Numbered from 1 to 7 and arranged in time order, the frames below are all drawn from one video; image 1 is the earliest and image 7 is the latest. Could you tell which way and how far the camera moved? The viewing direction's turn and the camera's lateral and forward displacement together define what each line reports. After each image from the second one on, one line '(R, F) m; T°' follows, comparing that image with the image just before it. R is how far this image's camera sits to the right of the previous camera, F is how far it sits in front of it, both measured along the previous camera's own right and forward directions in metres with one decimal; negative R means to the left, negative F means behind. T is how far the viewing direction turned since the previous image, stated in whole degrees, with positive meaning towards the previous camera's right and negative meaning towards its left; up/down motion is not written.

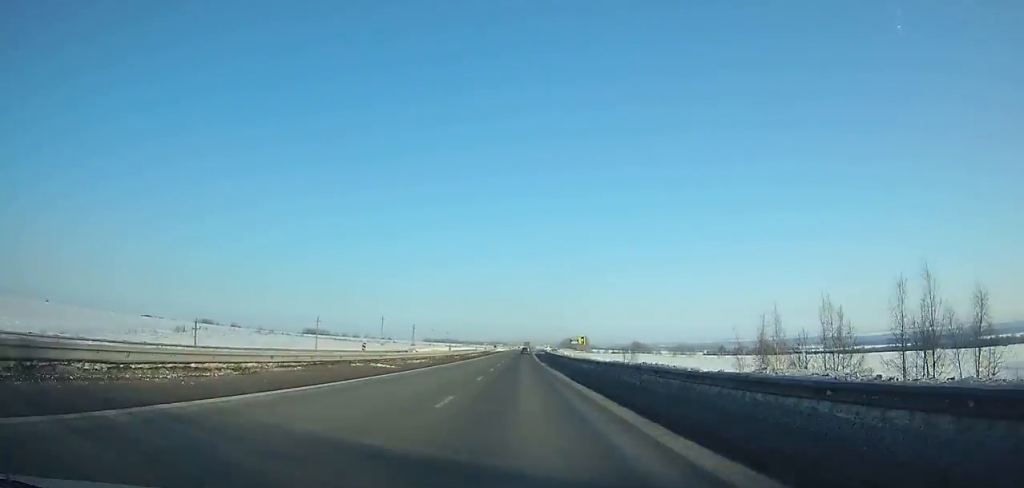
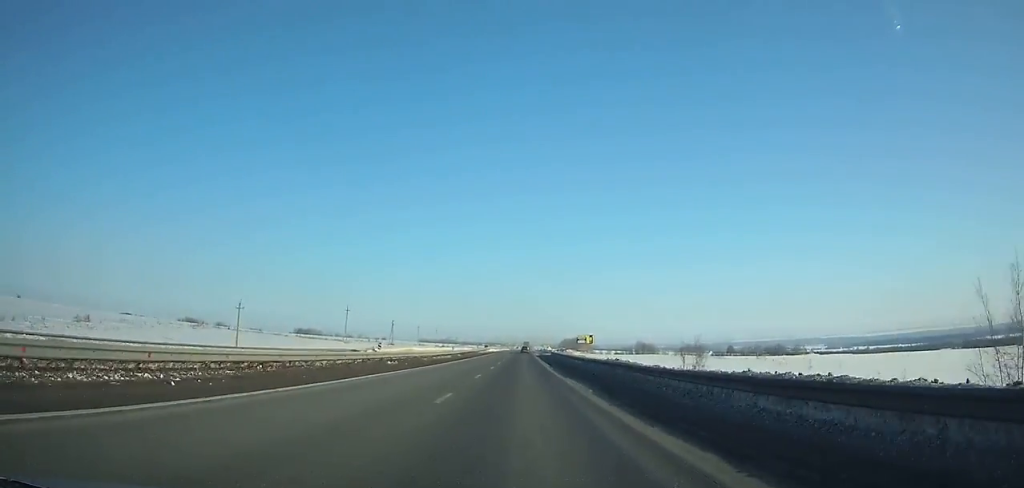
(+0.1, +34.7) m; 0°
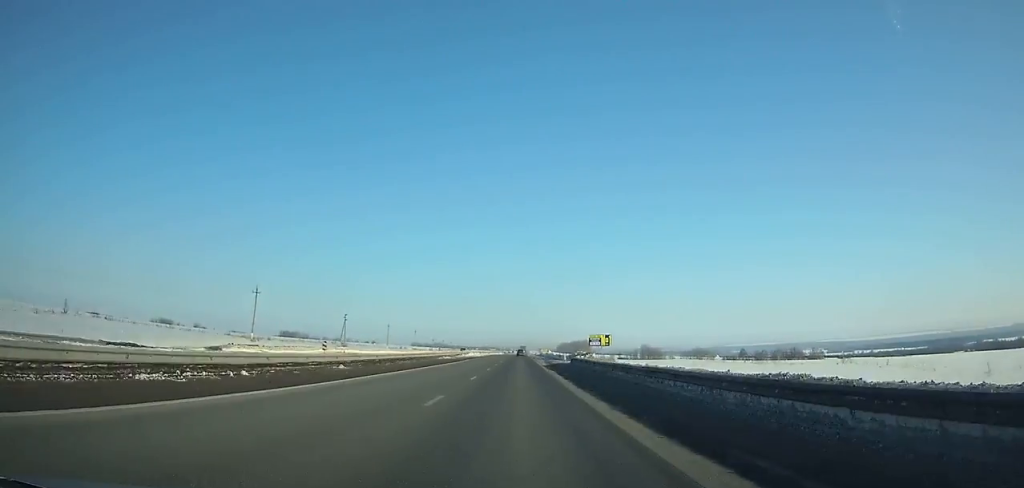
(+0.1, +48.6) m; 0°
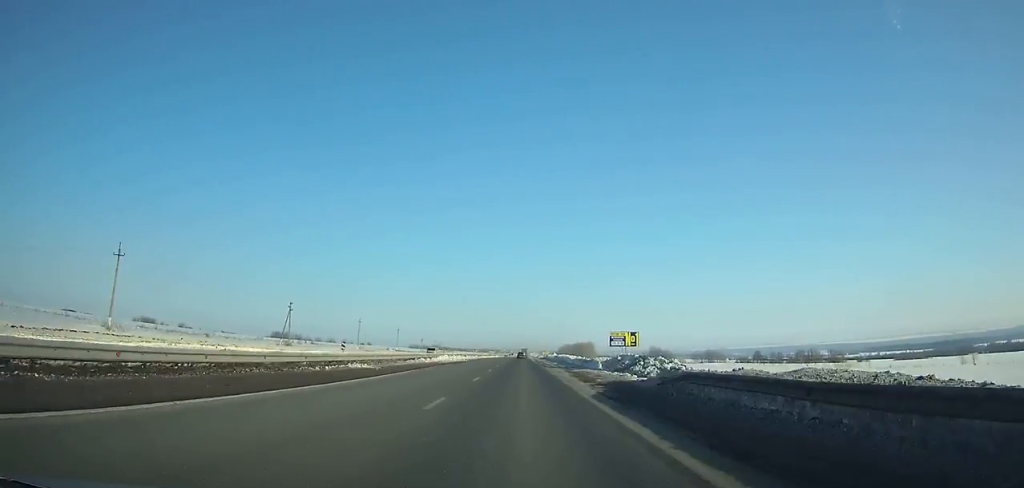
(-0.1, +37.2) m; 0°
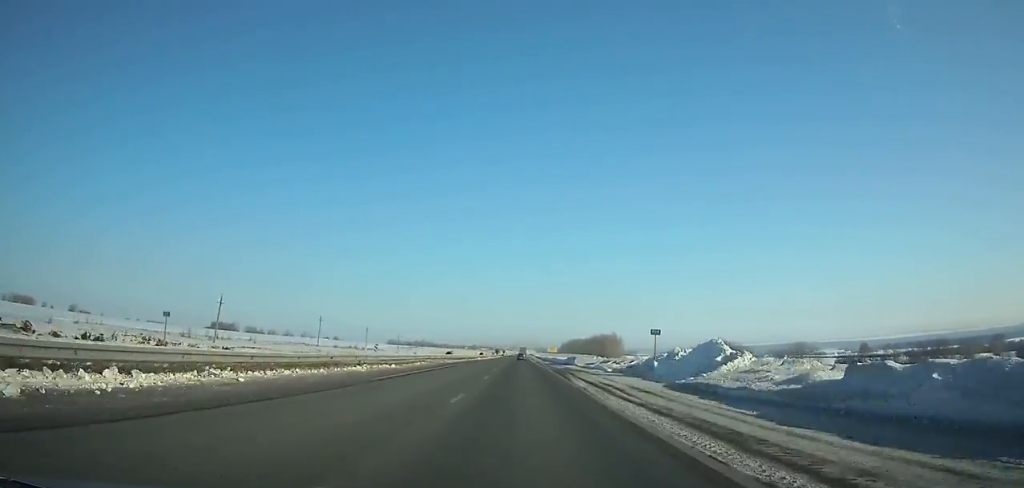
(+0.7, +189.8) m; 0°
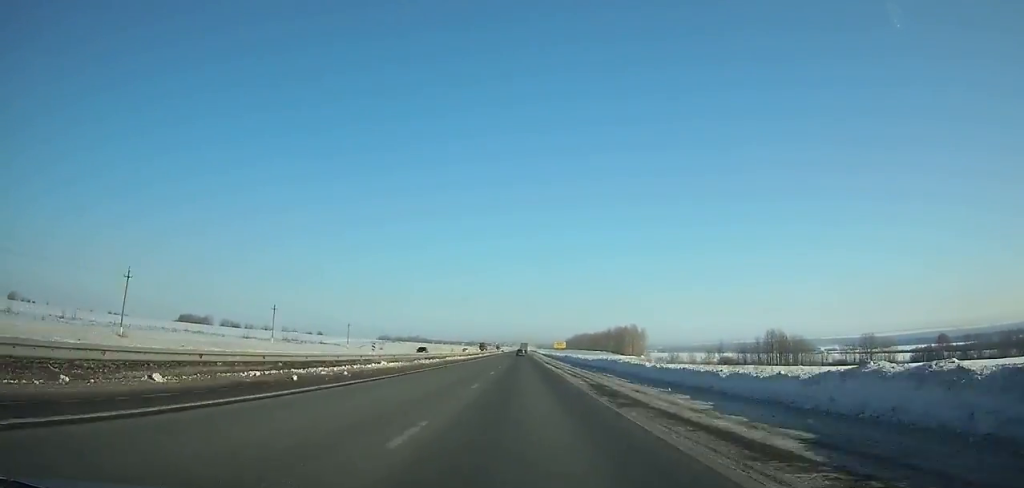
(+0.1, +77.2) m; 0°
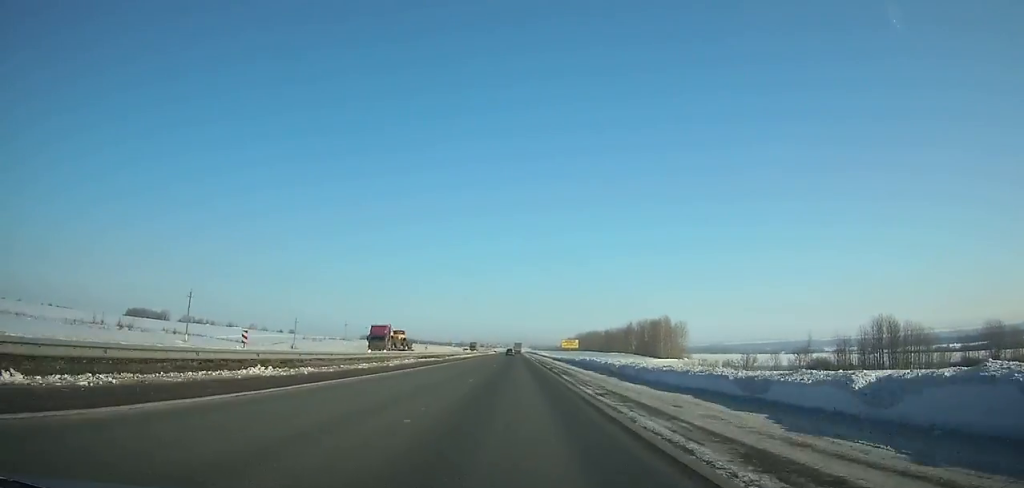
(+0.4, +92.8) m; 0°
